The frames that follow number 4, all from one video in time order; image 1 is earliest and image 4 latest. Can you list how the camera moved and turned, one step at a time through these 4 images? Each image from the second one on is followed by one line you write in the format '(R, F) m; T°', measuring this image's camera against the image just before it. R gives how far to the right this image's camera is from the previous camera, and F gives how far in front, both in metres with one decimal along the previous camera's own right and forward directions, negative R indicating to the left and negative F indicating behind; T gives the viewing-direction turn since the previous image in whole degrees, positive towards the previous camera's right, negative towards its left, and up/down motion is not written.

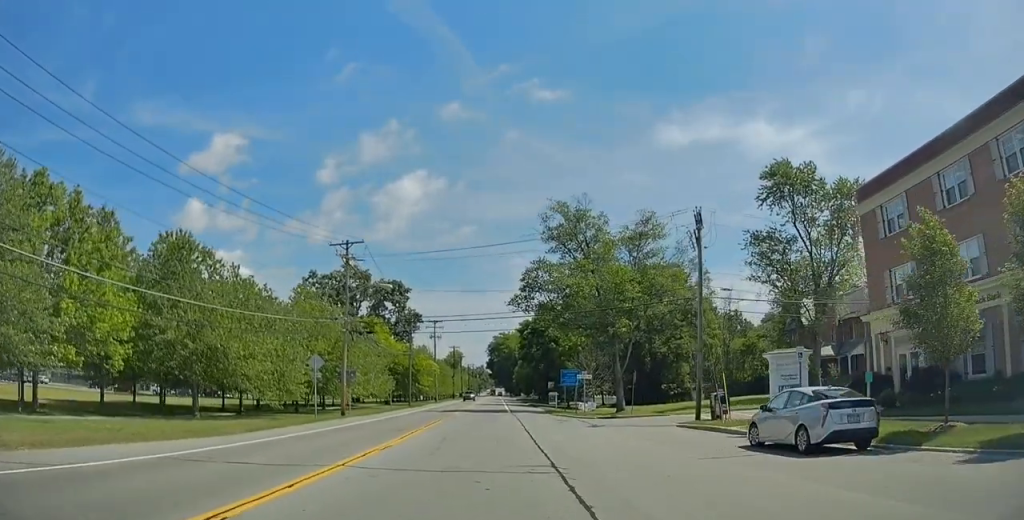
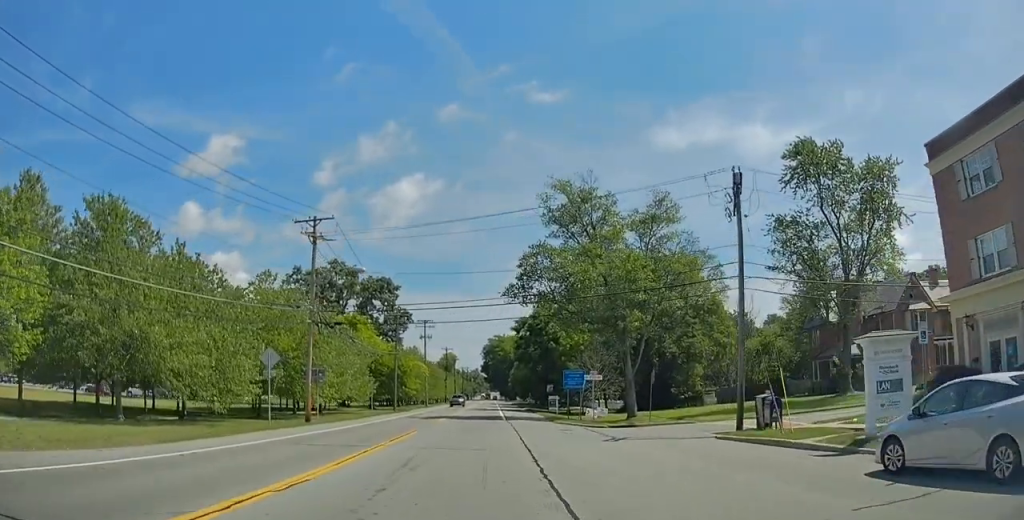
(-0.2, +7.2) m; +1°
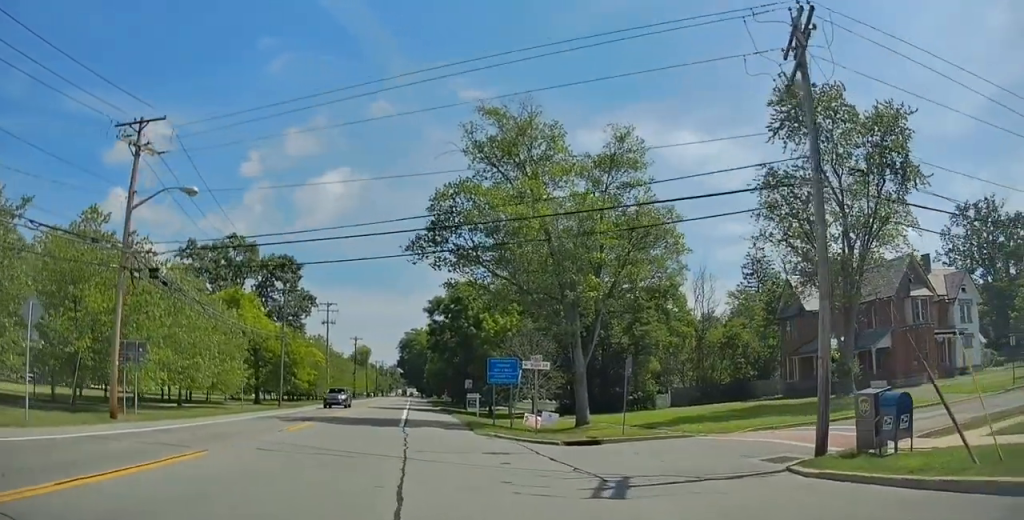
(+0.8, +13.3) m; +5°
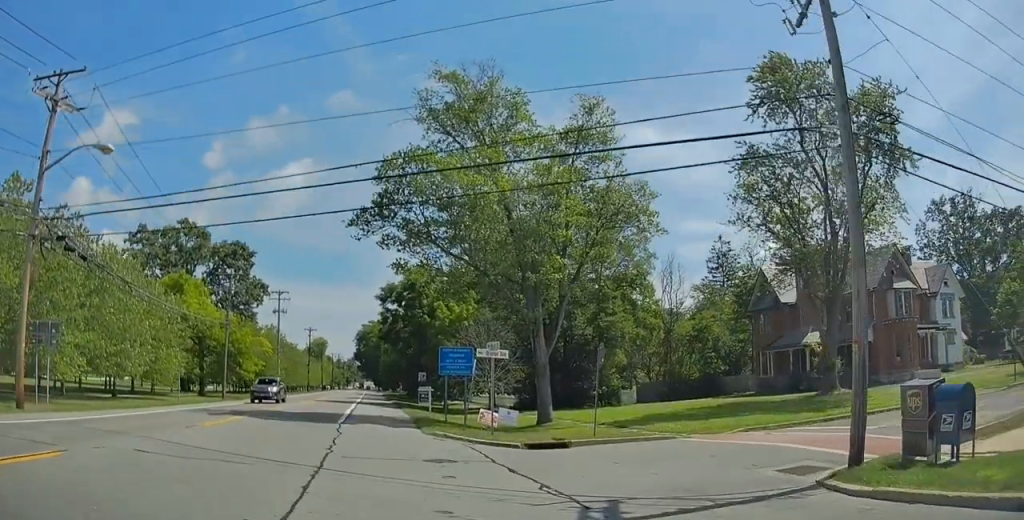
(-0.1, +3.5) m; +2°
